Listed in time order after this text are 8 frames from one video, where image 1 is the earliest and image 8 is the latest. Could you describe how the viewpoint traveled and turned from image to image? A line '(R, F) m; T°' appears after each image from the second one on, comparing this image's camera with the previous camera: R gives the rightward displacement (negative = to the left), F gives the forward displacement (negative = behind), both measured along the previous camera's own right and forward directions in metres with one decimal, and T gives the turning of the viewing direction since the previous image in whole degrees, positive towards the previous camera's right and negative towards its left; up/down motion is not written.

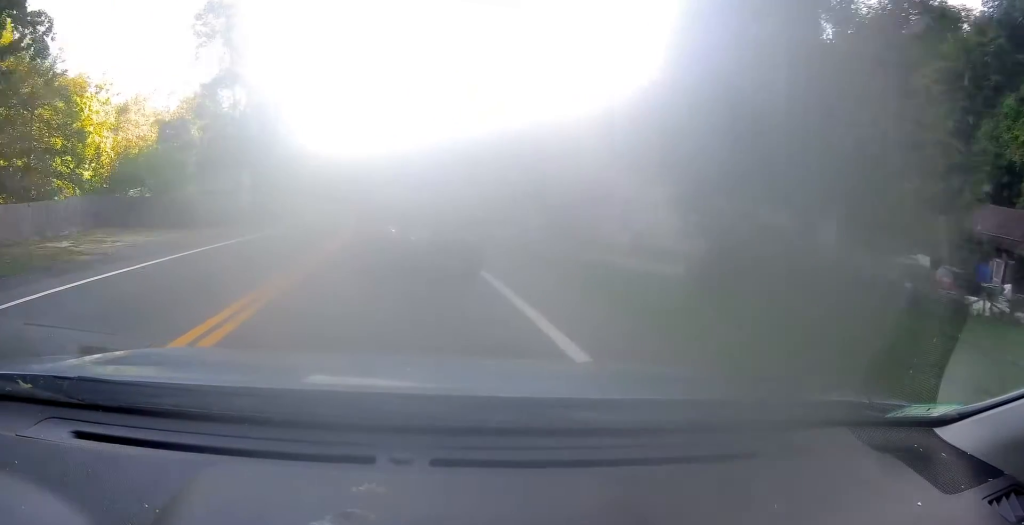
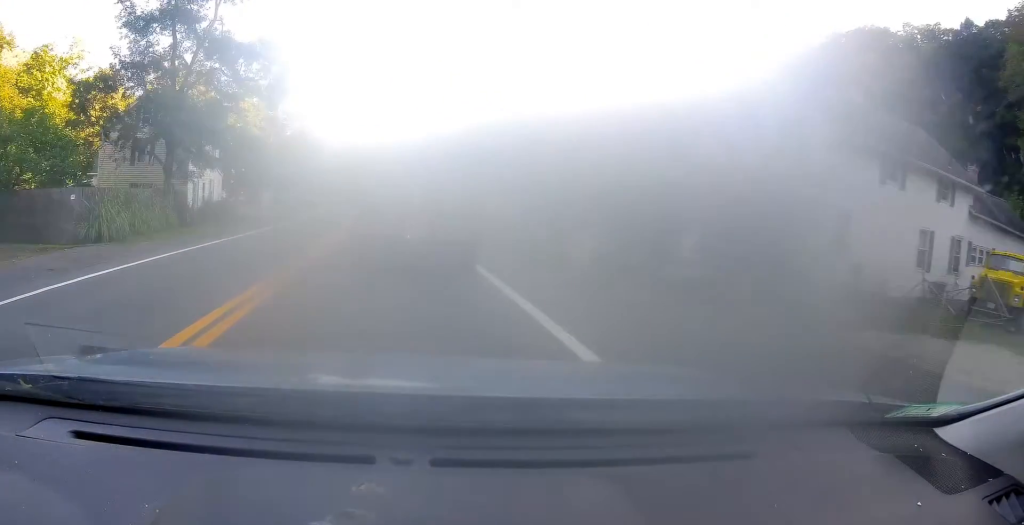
(0.0, +13.9) m; -1°
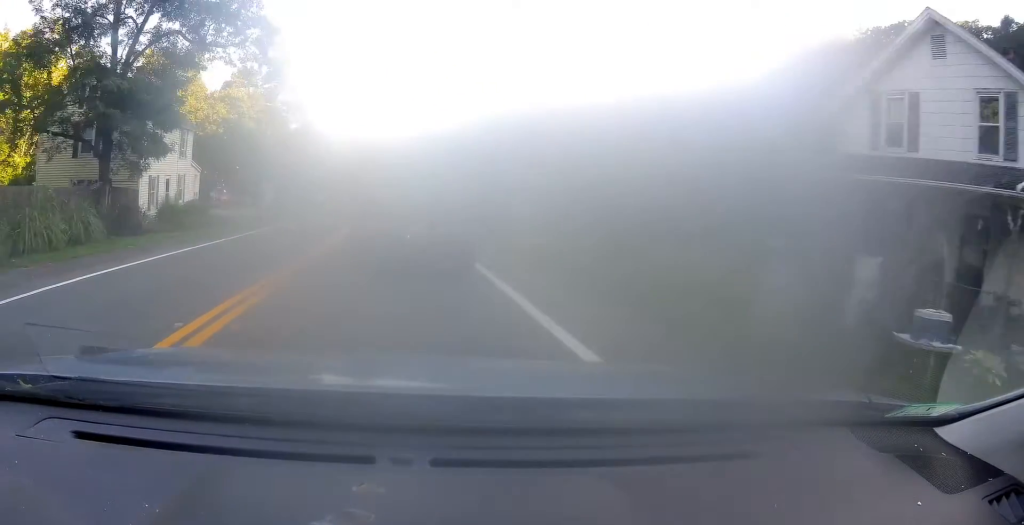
(-0.1, +7.2) m; 0°
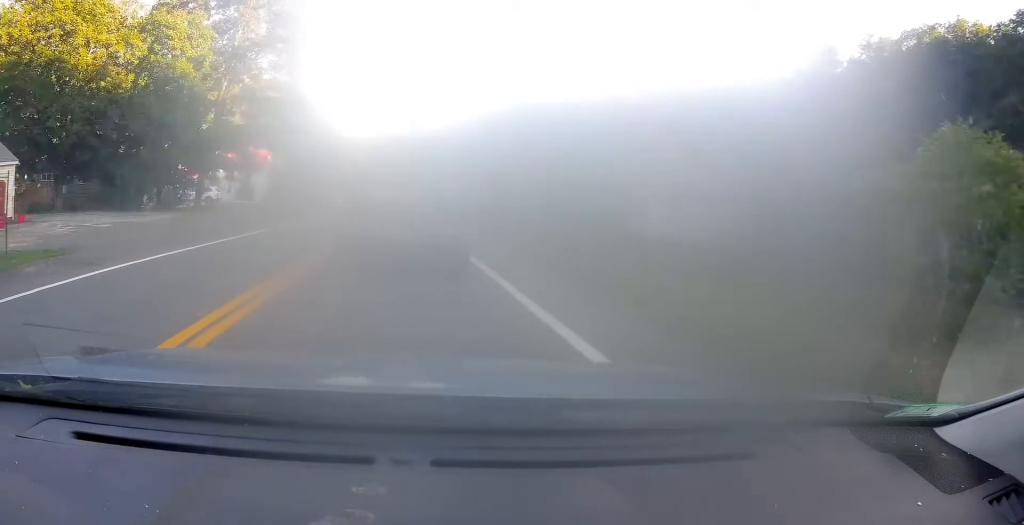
(-0.3, +26.8) m; -2°
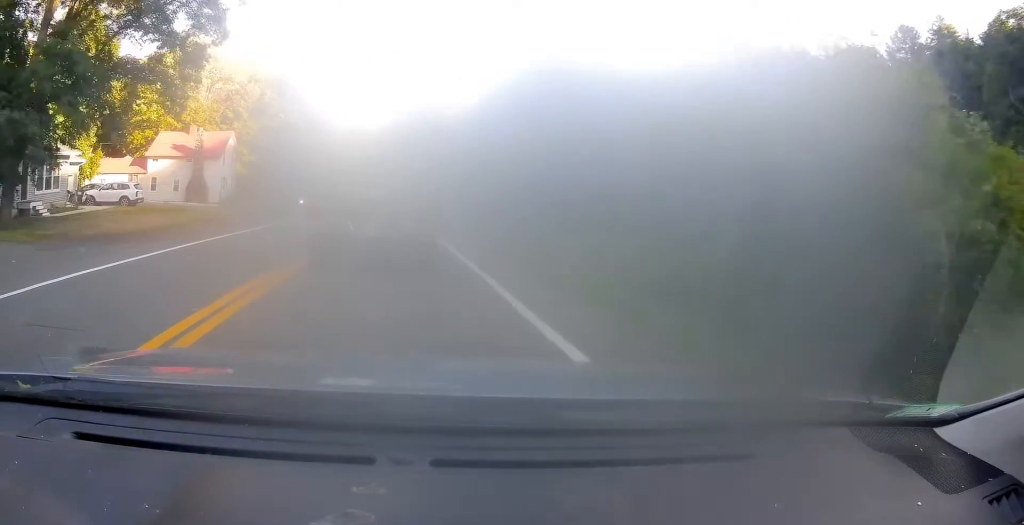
(-0.4, +21.5) m; -2°
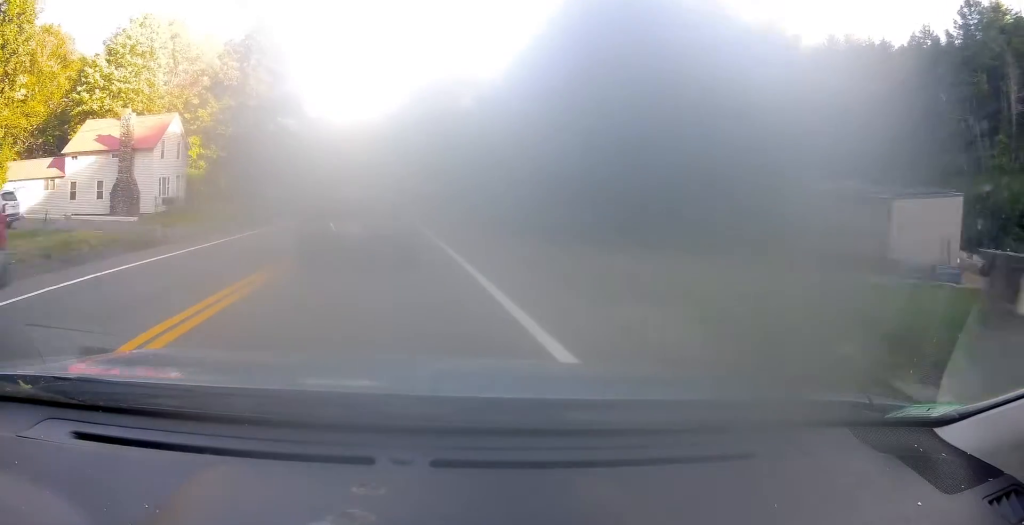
(-0.3, +15.8) m; -2°
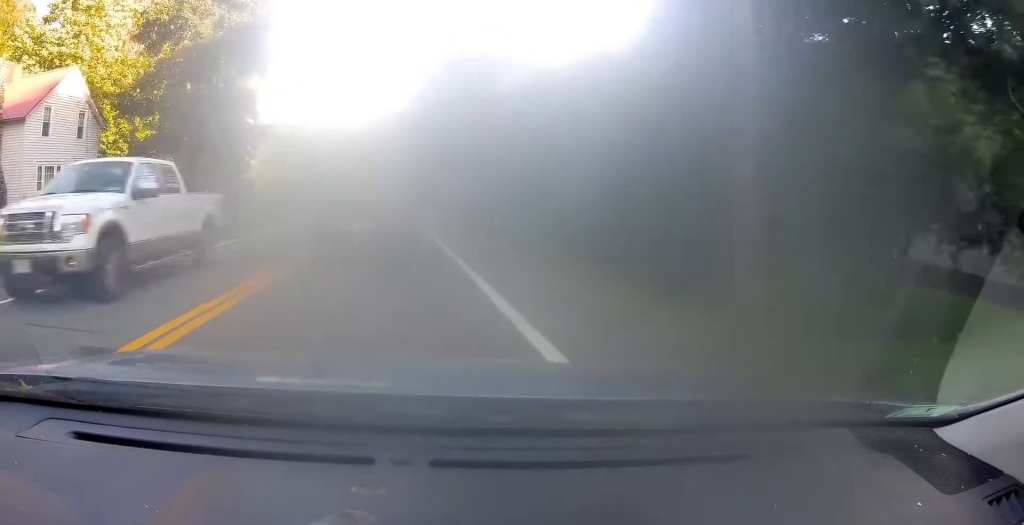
(-0.3, +16.2) m; 0°
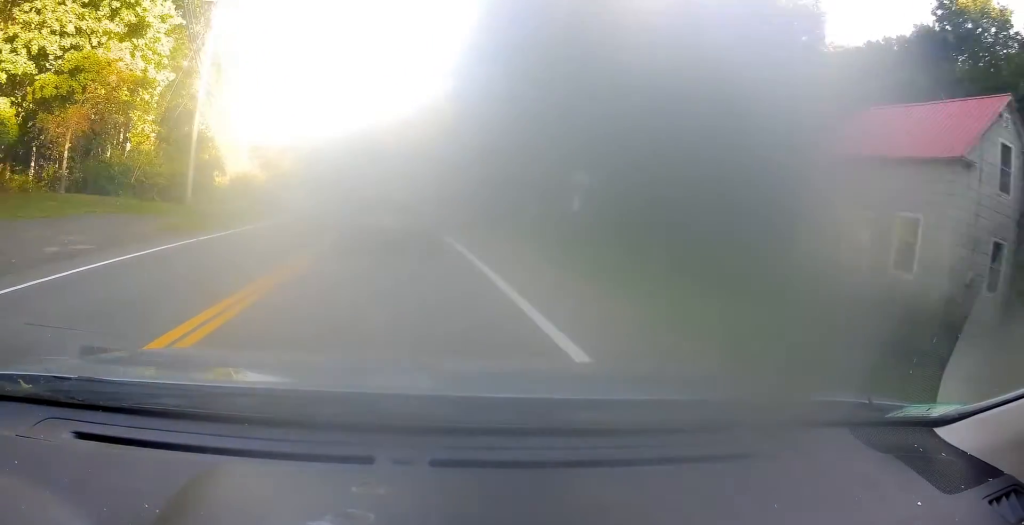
(0.0, +23.5) m; -3°
